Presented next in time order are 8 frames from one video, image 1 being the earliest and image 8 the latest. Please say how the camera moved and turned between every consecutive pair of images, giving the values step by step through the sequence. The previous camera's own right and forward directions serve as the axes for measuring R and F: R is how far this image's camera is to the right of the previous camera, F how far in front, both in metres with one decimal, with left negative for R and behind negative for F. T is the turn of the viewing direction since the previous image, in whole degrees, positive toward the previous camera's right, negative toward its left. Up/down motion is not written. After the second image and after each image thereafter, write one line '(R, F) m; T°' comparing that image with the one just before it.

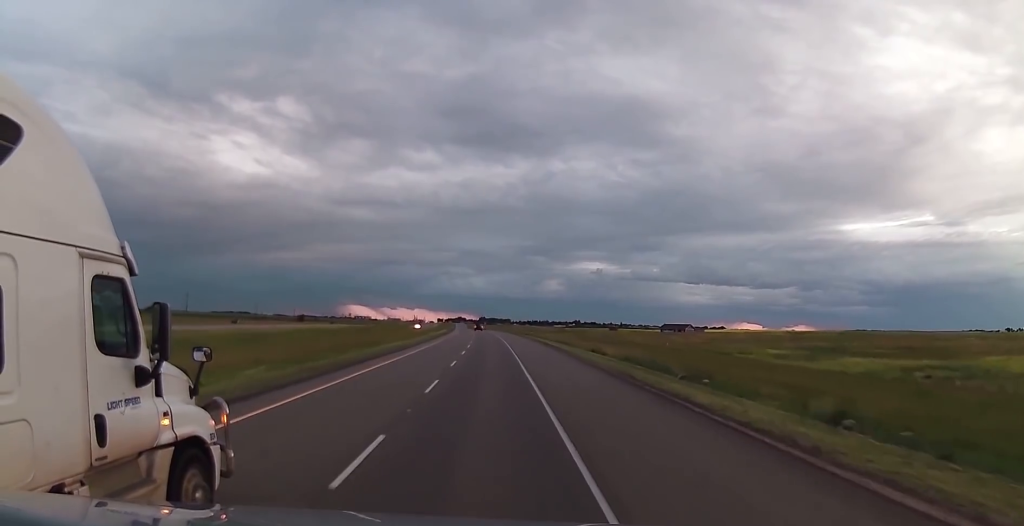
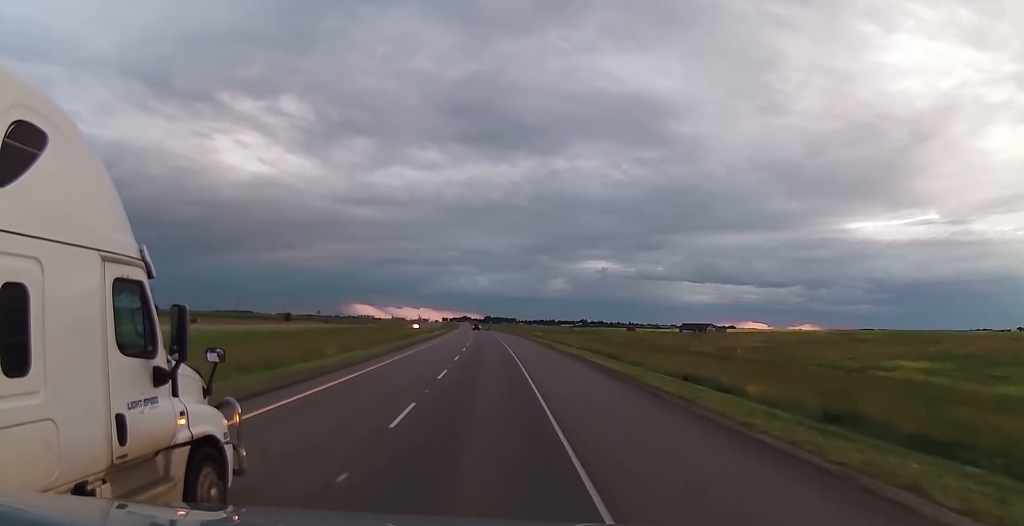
(+0.2, +31.2) m; 0°
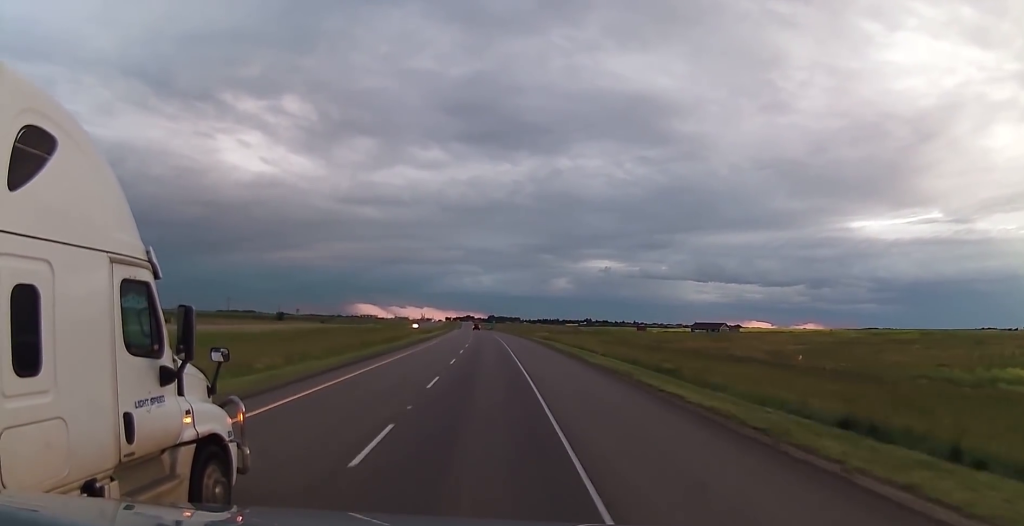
(-0.1, +16.9) m; 0°
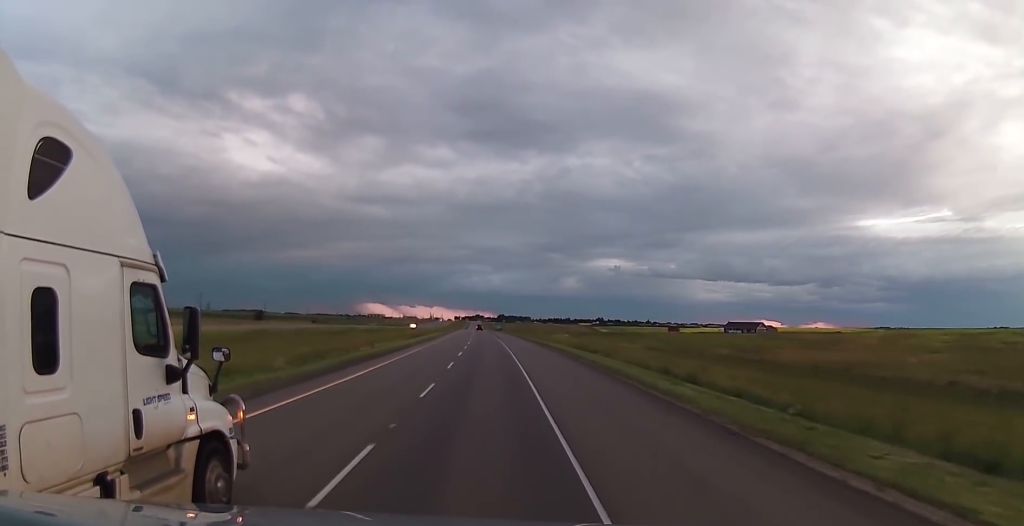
(-0.4, +40.0) m; -2°
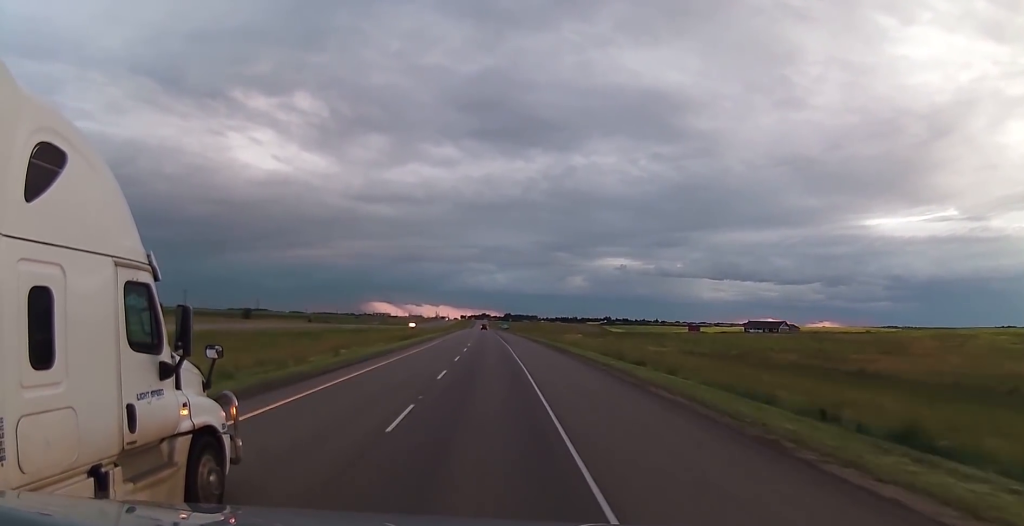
(-0.4, +19.4) m; 0°
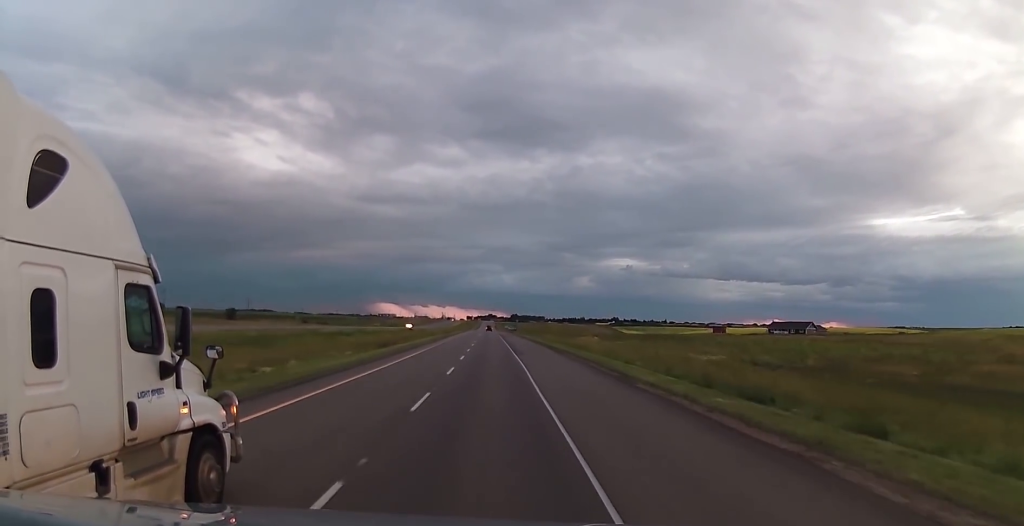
(-0.1, +20.5) m; 0°
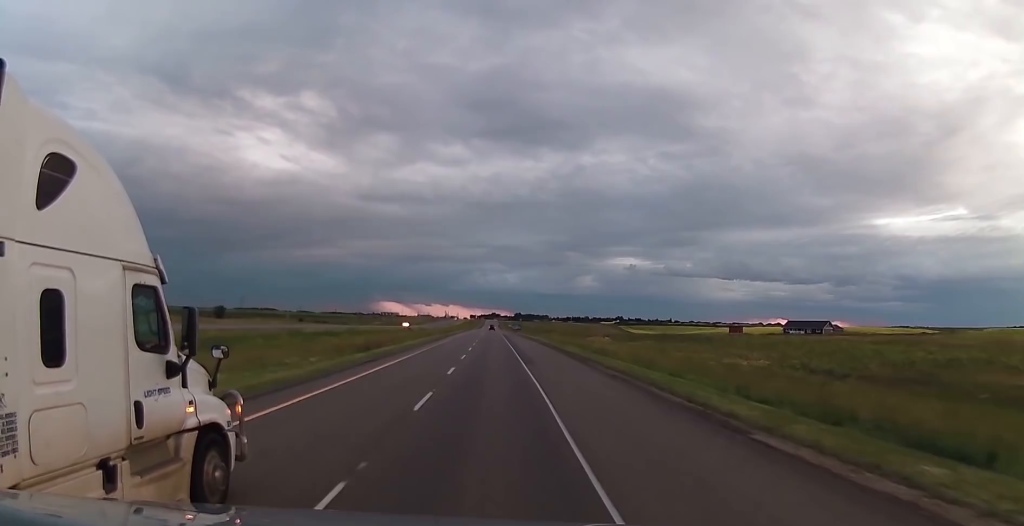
(+0.2, +13.3) m; 0°
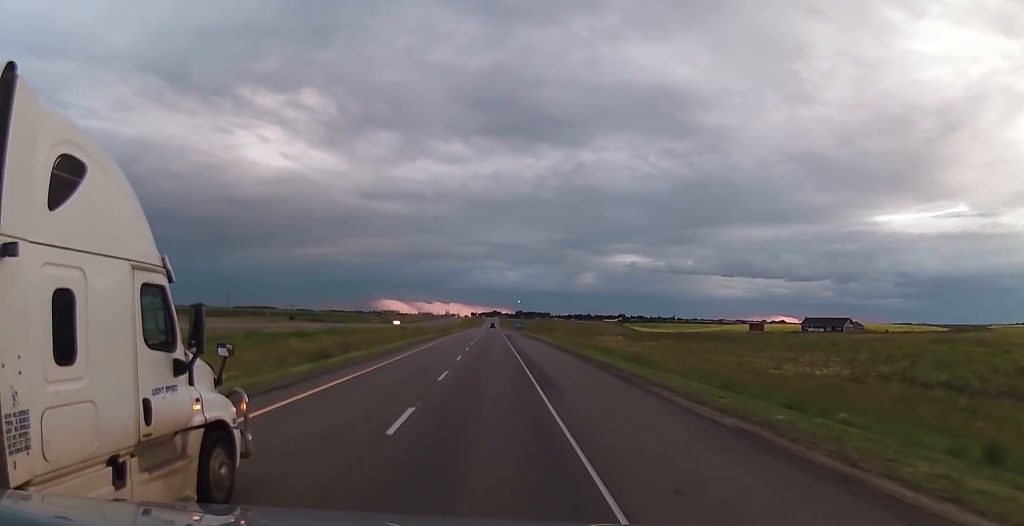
(0.0, +15.7) m; 0°
